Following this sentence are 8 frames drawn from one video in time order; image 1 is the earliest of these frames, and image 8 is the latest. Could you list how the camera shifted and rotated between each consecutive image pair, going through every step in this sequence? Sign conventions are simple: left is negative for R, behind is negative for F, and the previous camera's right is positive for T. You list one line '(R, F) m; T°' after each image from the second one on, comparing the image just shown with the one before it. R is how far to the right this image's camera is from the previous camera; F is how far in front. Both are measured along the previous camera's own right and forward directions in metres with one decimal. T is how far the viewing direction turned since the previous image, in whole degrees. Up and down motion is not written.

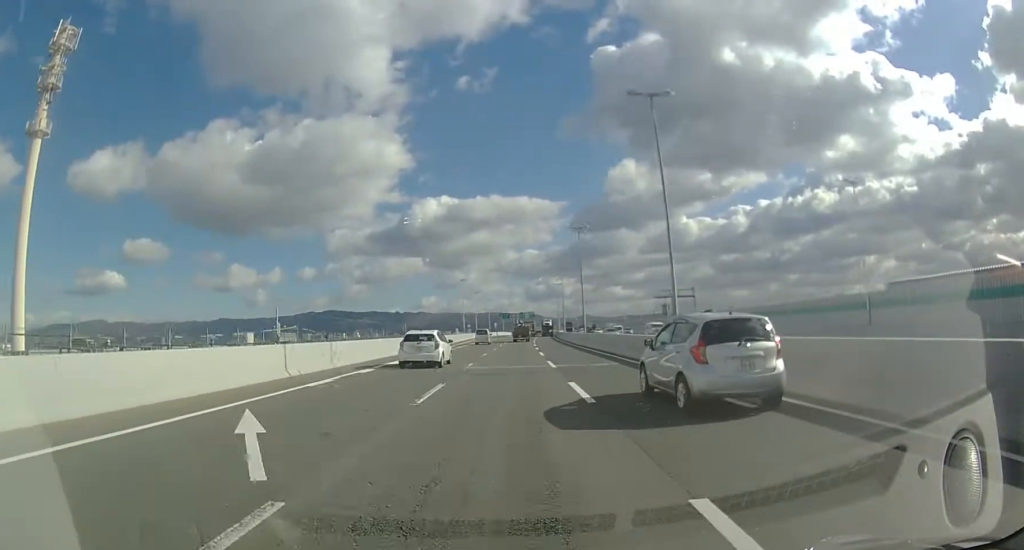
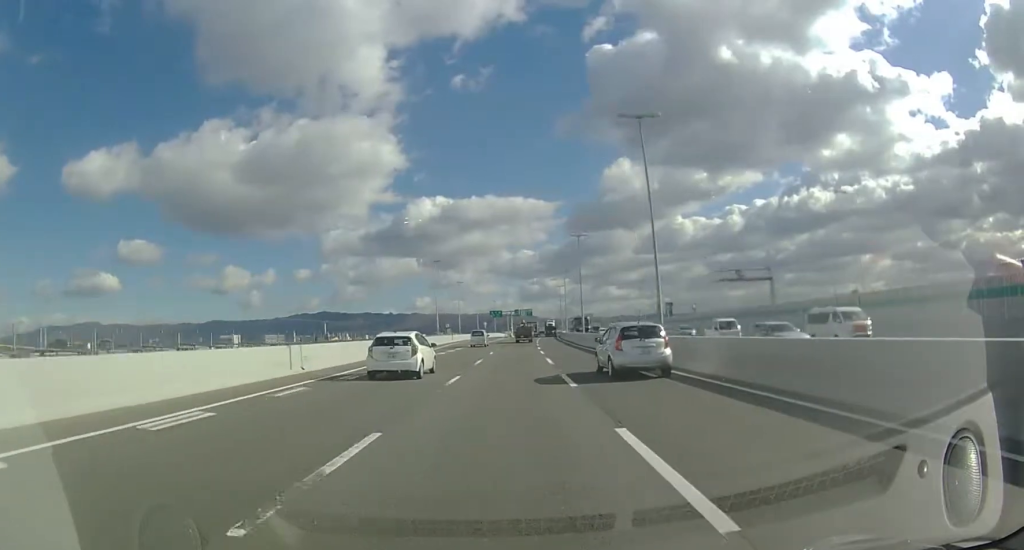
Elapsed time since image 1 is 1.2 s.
(+0.8, +25.6) m; +4°
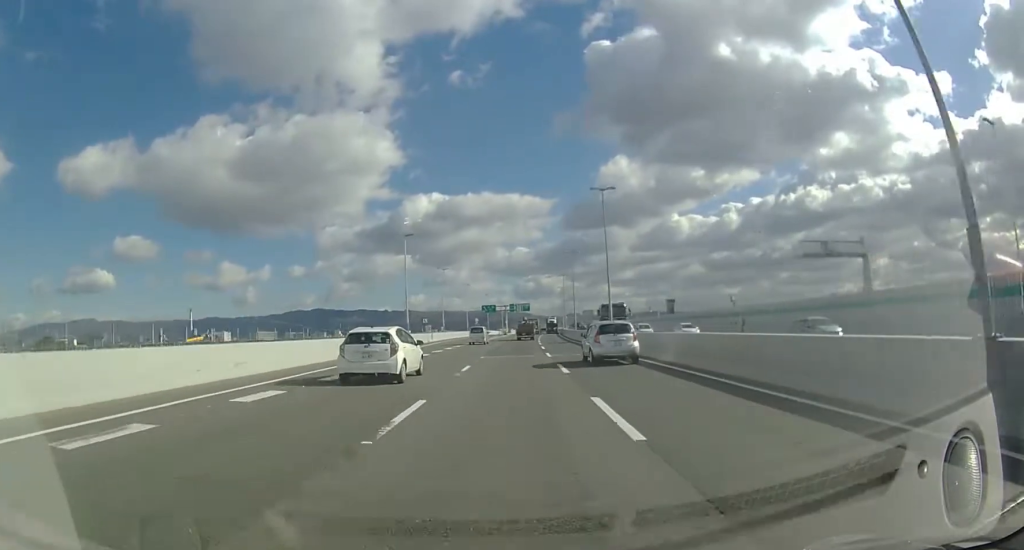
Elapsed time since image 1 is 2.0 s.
(+0.4, +17.1) m; +2°
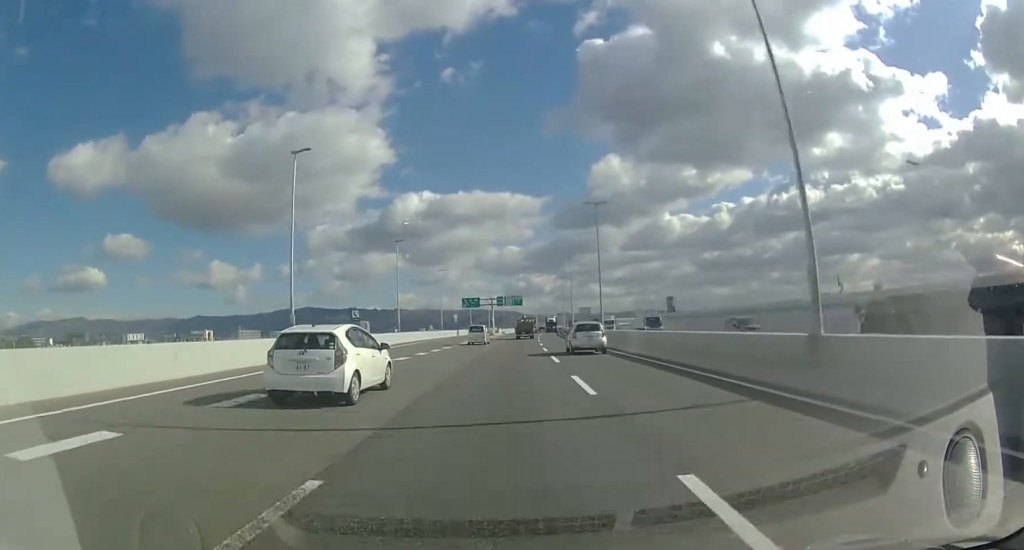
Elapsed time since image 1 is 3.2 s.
(0.0, +26.0) m; 0°
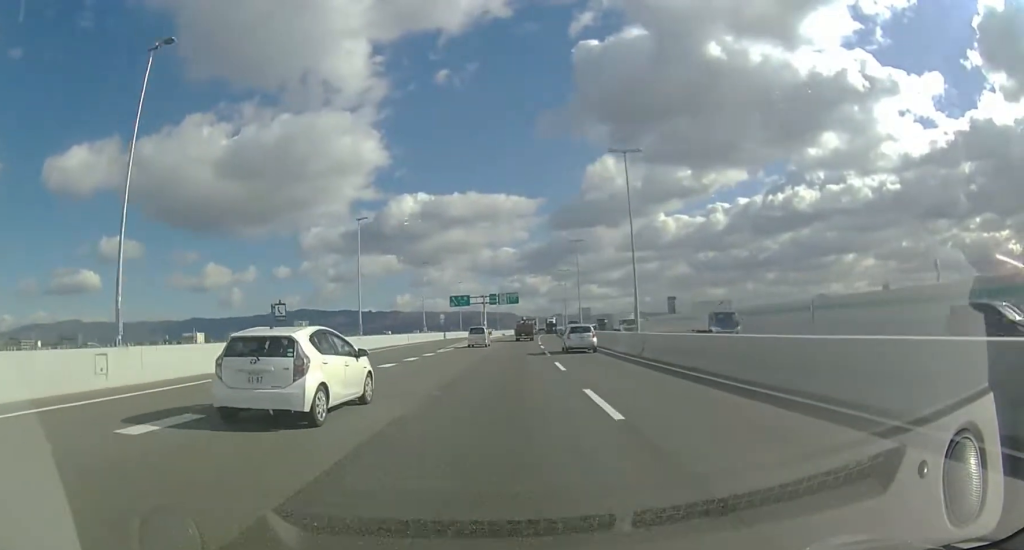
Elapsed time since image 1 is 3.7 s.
(0.0, +12.8) m; 0°
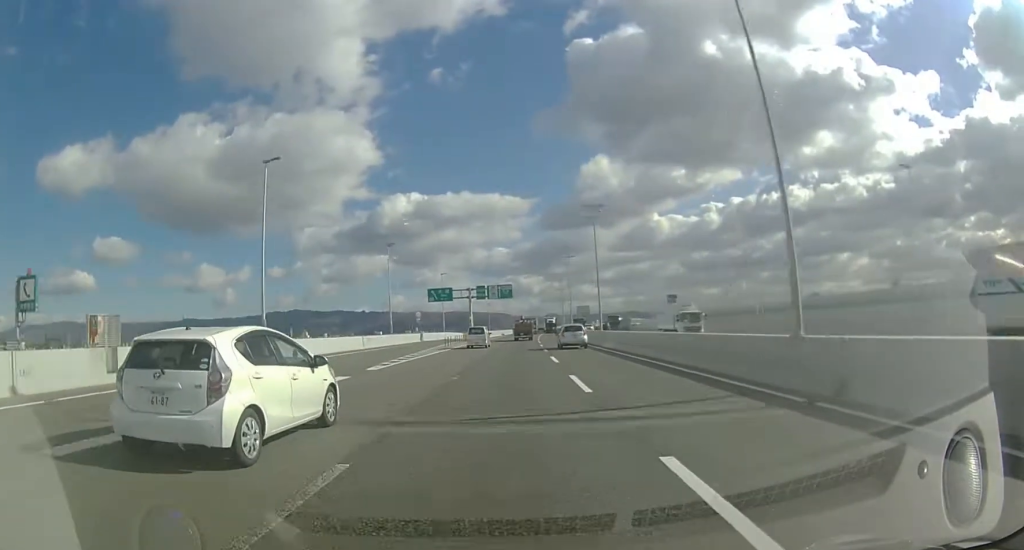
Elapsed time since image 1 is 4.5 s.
(0.0, +16.7) m; 0°
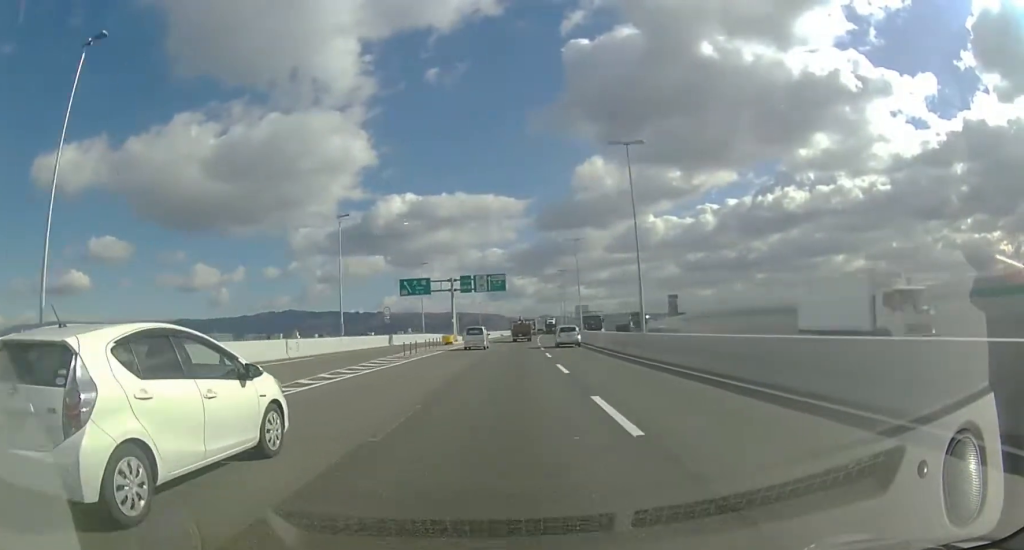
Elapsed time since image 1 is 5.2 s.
(0.0, +15.2) m; 0°
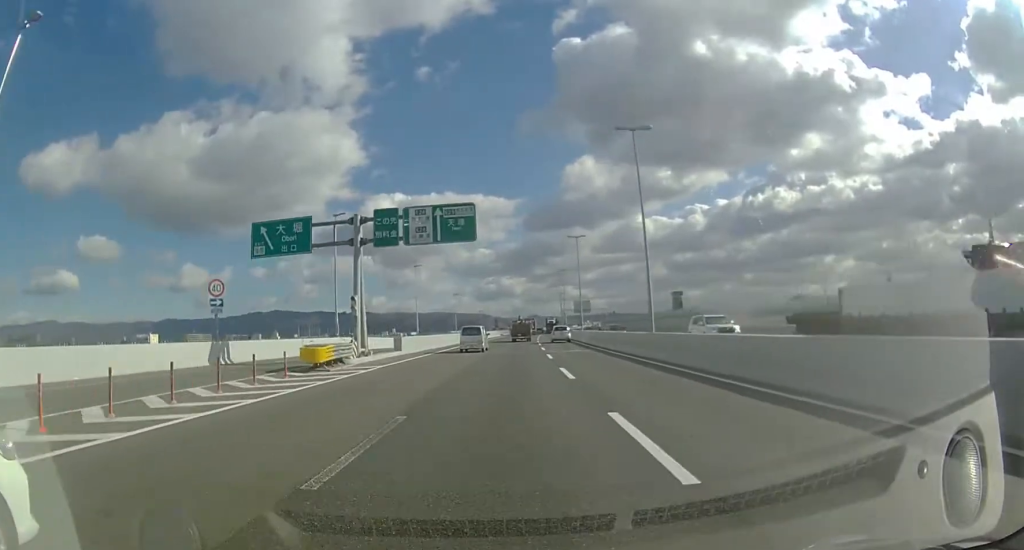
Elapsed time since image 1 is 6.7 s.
(0.0, +32.9) m; 0°
